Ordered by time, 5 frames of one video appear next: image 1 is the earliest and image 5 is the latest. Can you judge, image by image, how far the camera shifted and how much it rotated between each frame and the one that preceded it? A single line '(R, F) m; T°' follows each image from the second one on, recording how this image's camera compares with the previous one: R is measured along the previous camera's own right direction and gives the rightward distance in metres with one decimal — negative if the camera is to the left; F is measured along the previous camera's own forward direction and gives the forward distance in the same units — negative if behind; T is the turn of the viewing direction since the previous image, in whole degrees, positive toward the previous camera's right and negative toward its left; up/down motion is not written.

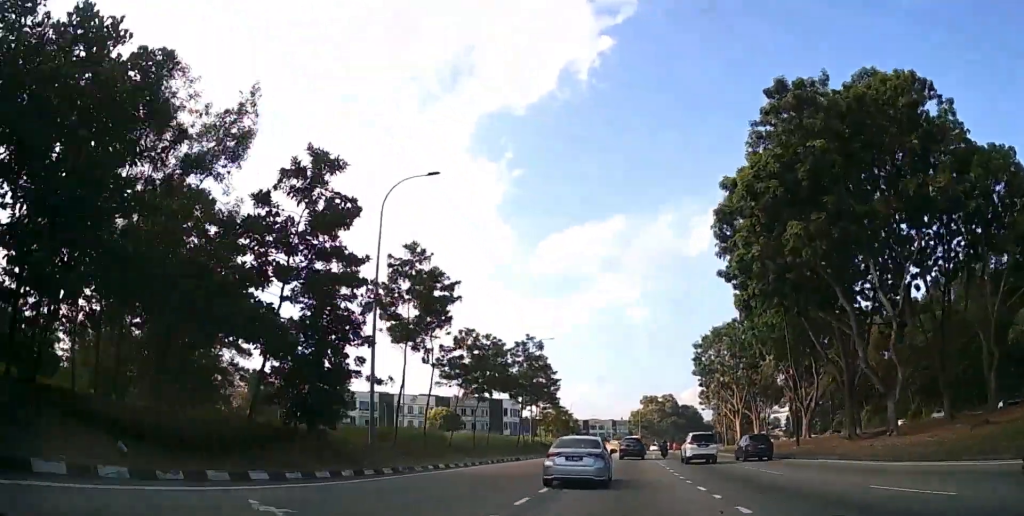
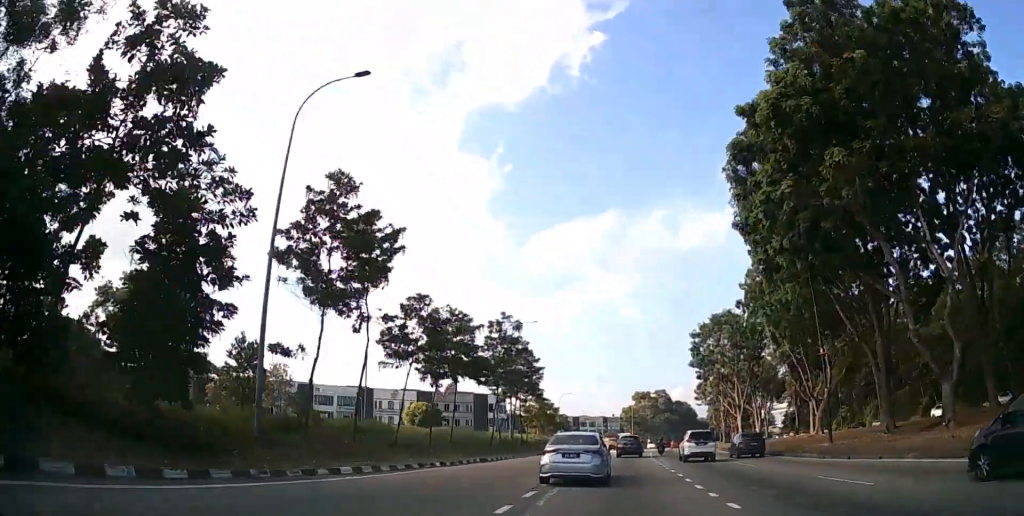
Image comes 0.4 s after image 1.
(0.0, +7.4) m; +1°
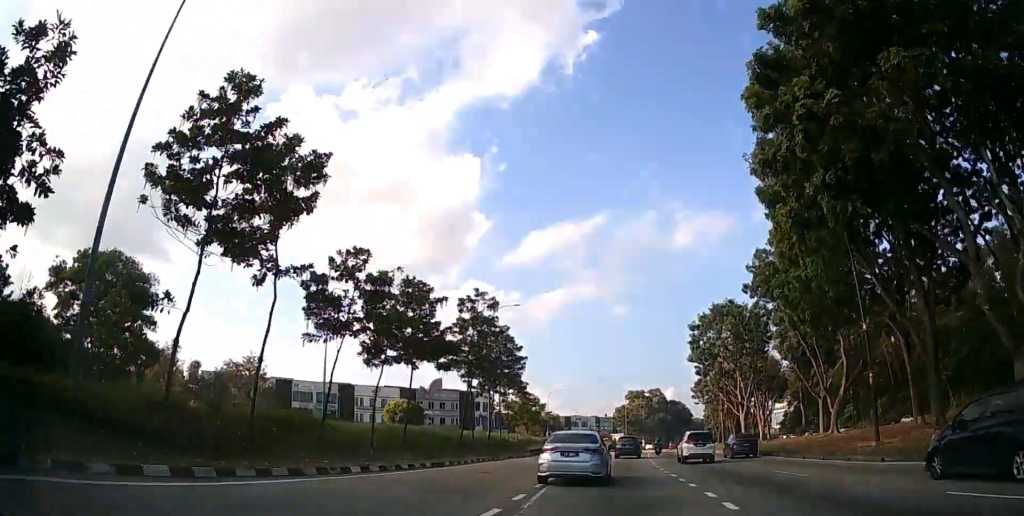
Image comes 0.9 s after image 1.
(+0.1, +7.3) m; +1°
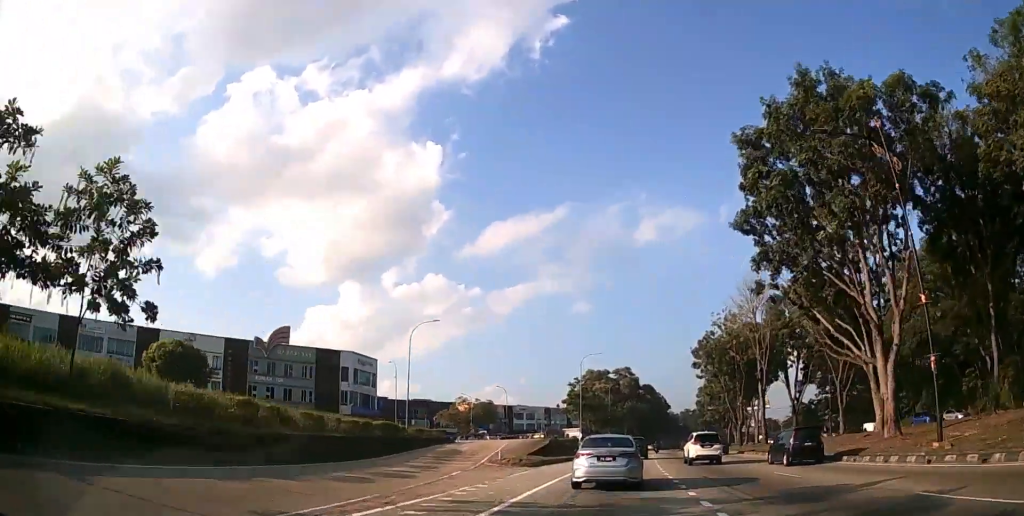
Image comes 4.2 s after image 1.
(+2.1, +53.8) m; +4°
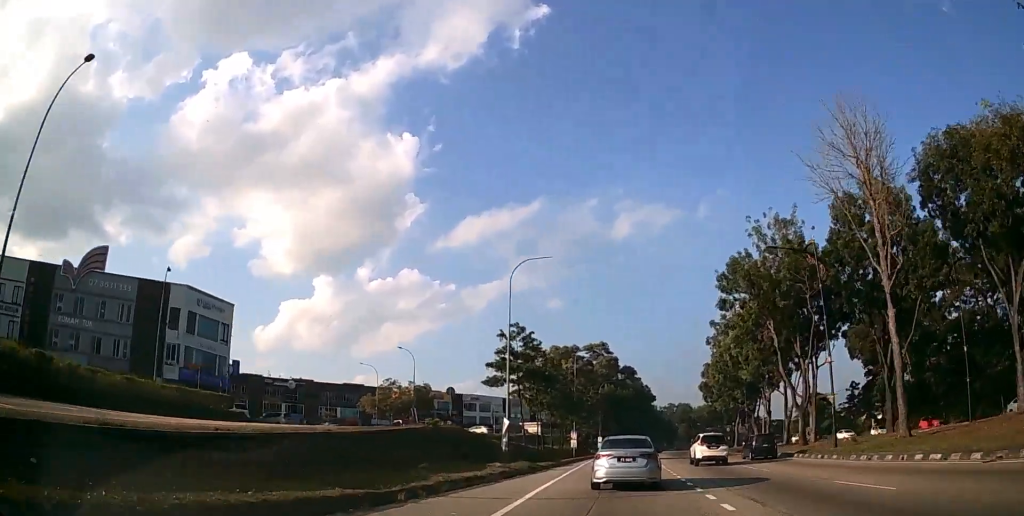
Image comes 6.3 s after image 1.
(+0.8, +34.3) m; +2°
